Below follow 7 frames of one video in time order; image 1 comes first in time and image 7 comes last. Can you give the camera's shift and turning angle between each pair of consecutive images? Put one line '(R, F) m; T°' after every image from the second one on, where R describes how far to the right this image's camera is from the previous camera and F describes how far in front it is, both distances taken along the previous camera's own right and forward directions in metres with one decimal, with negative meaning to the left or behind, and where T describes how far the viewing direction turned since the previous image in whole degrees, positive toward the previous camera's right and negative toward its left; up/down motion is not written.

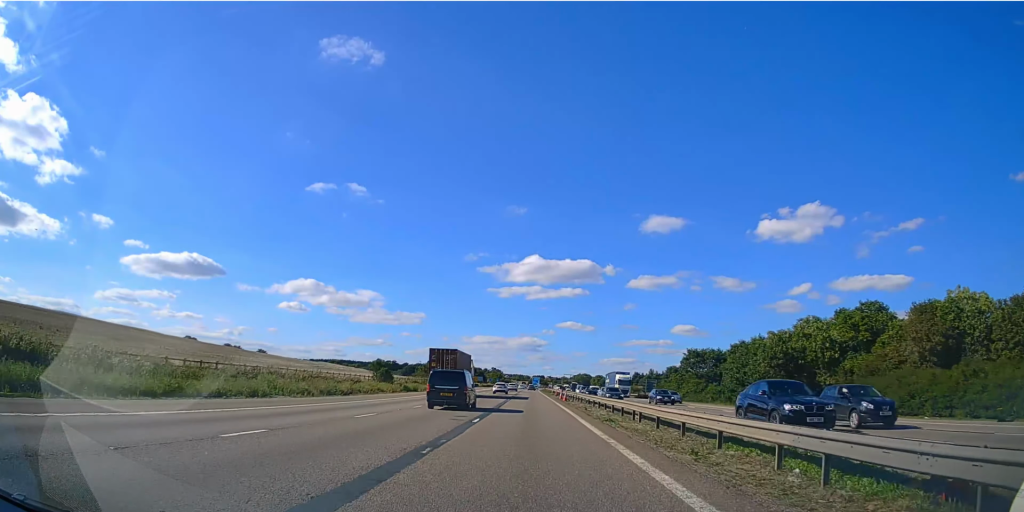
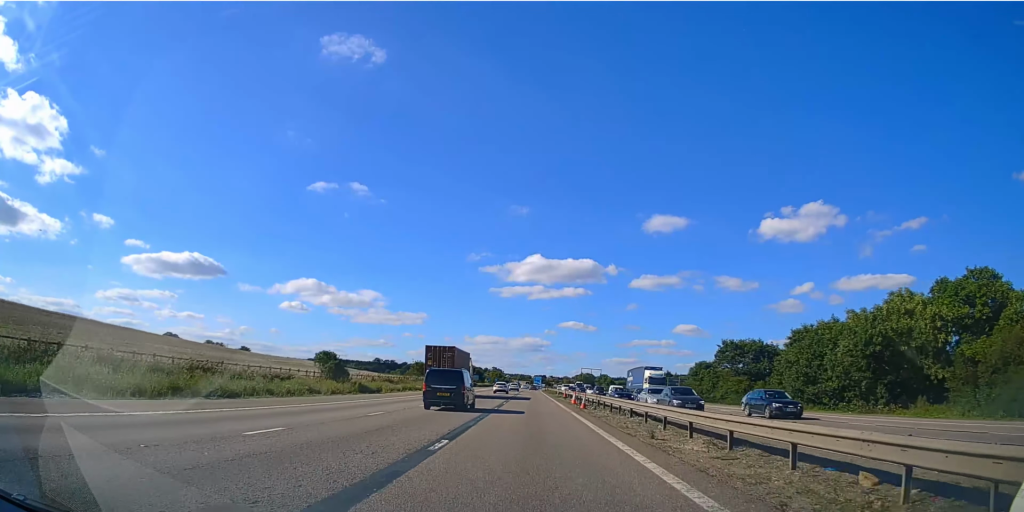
(0.0, +17.9) m; 0°
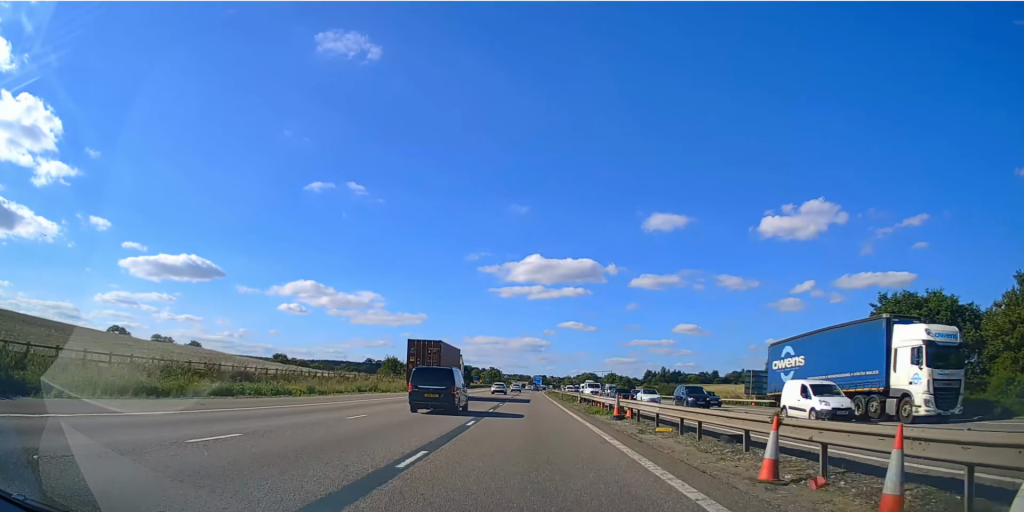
(-0.2, +38.8) m; 0°
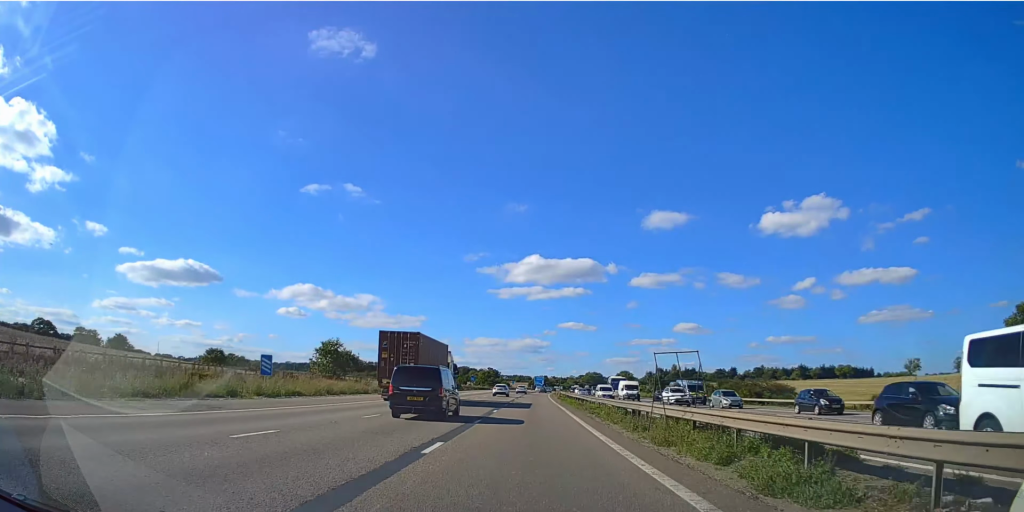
(0.0, +44.6) m; 0°
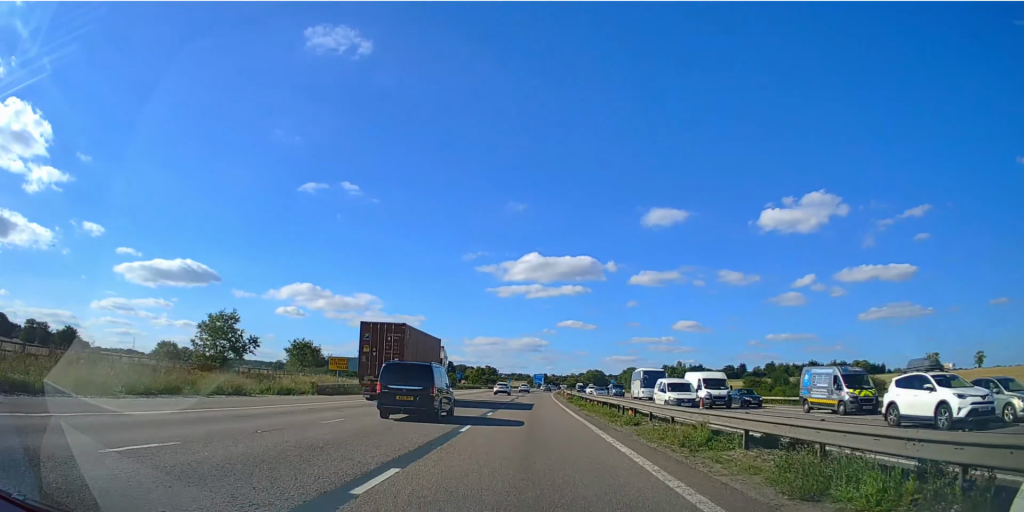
(+0.1, +22.9) m; 0°
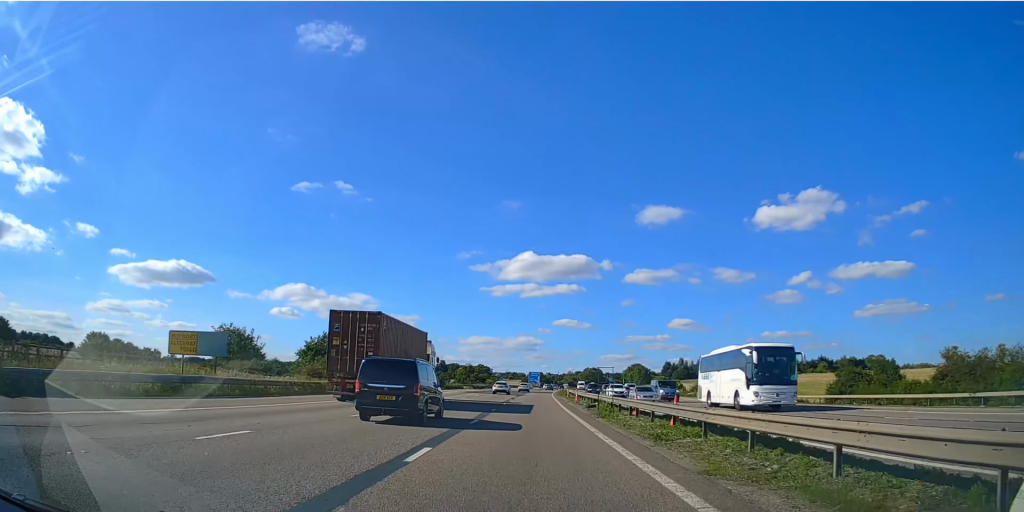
(0.0, +24.0) m; 0°
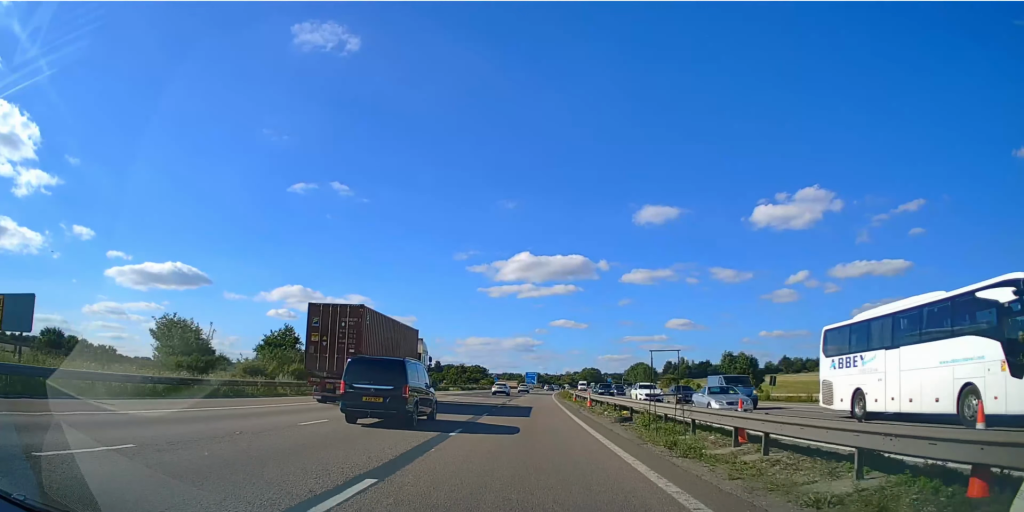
(-0.1, +13.5) m; 0°
